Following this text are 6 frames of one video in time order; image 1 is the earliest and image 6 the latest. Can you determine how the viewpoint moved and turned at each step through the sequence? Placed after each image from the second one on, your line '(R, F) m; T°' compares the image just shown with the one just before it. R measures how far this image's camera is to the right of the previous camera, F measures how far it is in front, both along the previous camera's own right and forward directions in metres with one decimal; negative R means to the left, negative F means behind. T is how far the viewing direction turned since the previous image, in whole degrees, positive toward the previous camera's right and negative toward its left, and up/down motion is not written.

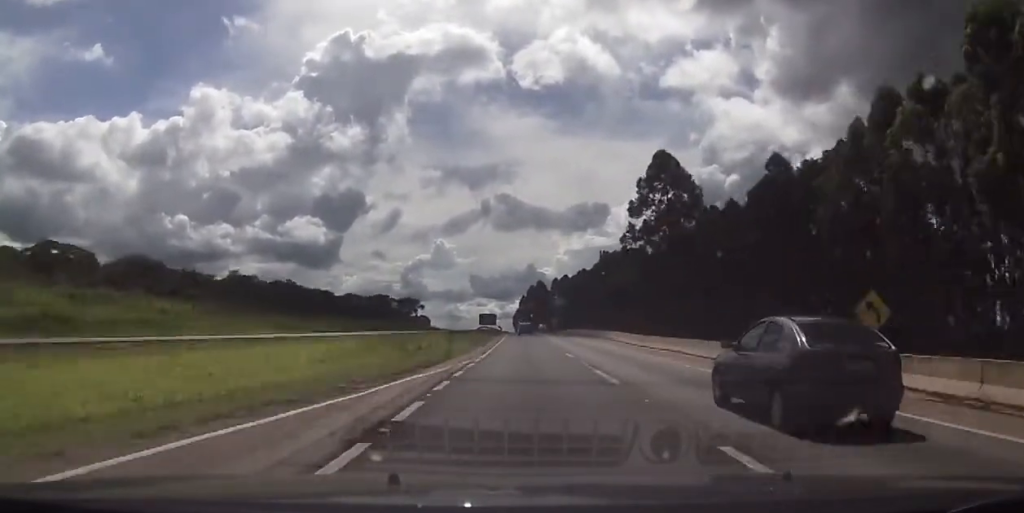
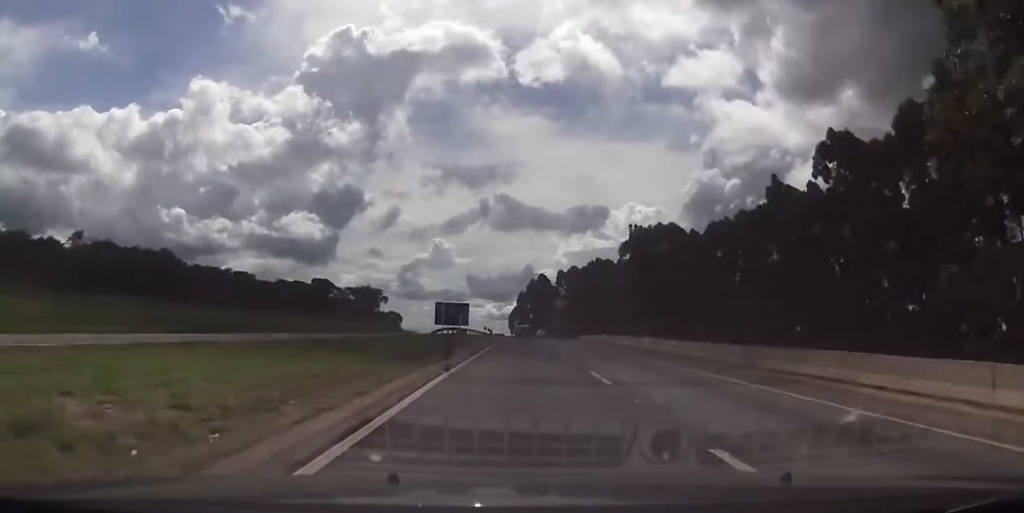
(-0.4, +60.8) m; 0°
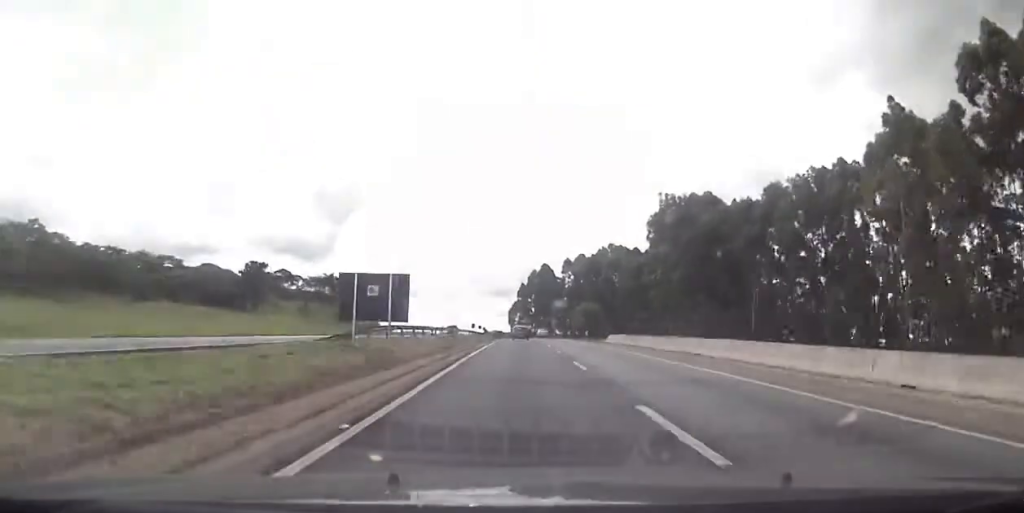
(+0.2, +33.2) m; 0°
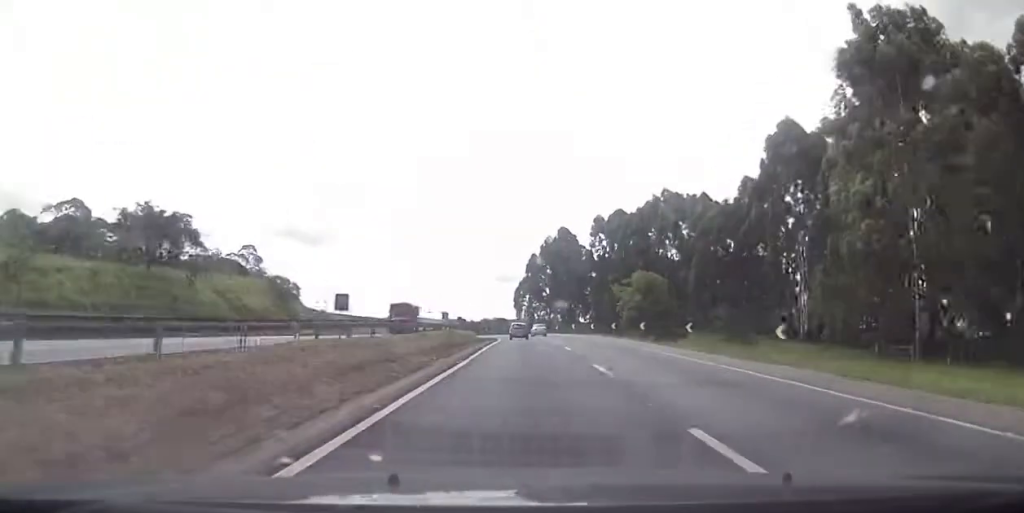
(-0.6, +74.2) m; -1°
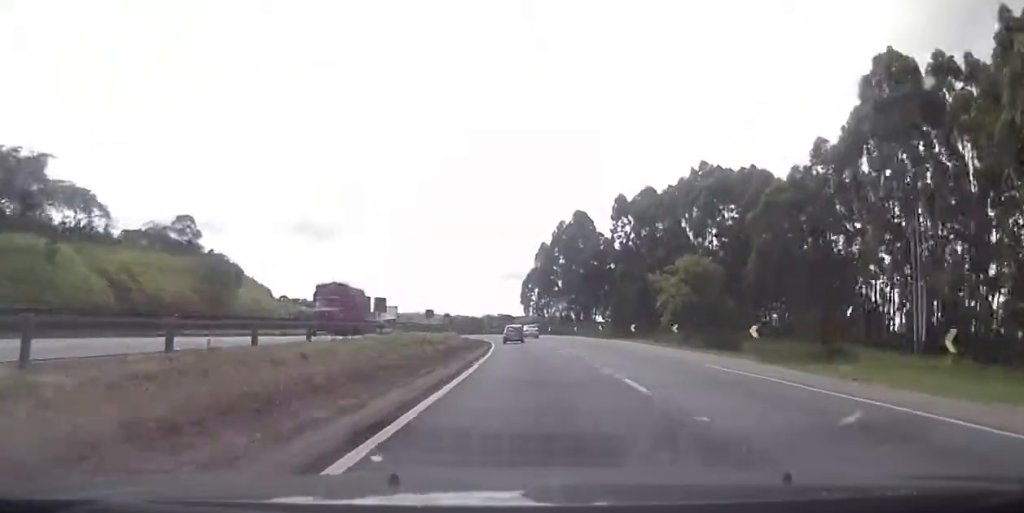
(0.0, +26.6) m; 0°
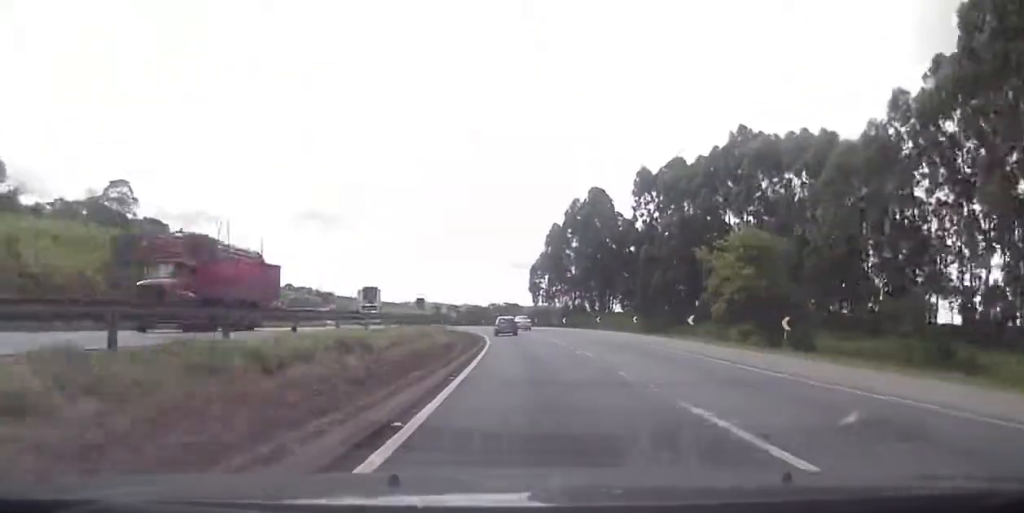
(0.0, +18.8) m; 0°
